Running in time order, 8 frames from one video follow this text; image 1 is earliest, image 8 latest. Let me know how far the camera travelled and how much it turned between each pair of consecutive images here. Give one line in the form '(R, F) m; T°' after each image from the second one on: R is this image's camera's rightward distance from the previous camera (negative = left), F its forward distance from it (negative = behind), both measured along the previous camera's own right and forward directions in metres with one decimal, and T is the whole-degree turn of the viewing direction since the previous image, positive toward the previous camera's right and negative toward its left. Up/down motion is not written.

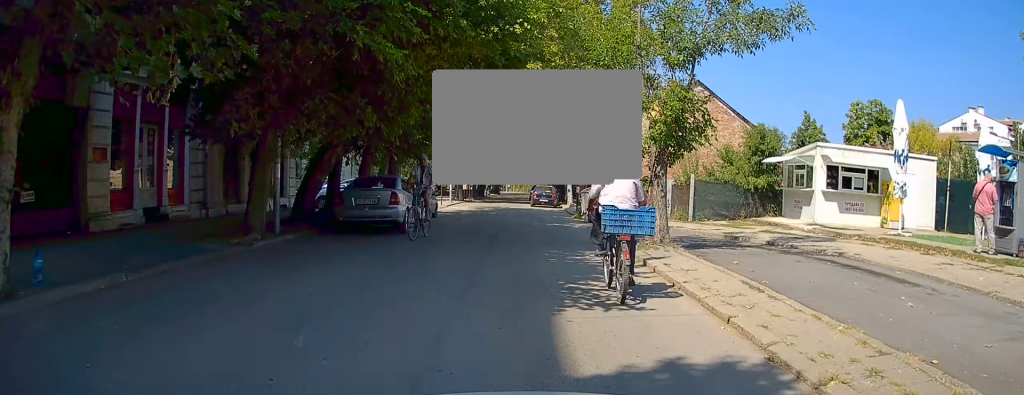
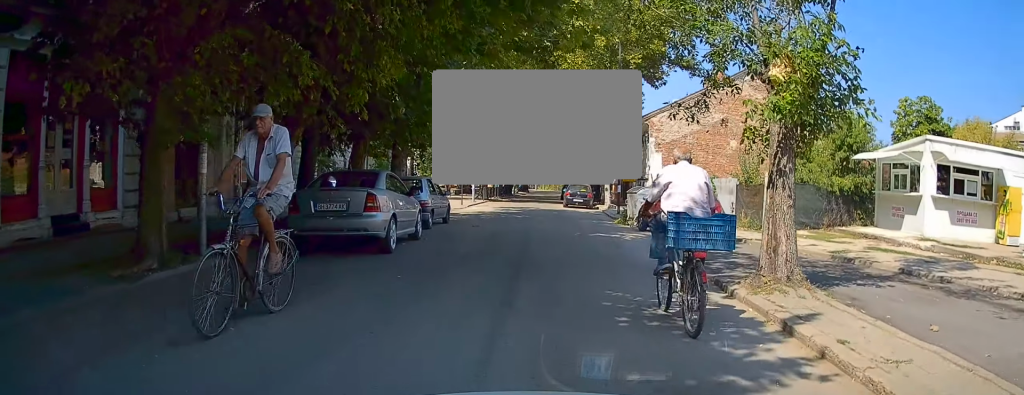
(-0.3, +4.7) m; -7°
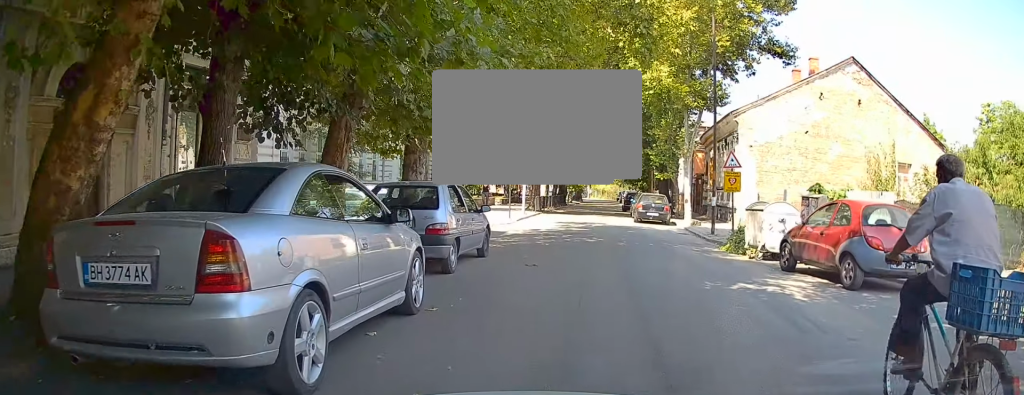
(-0.3, +6.6) m; -4°
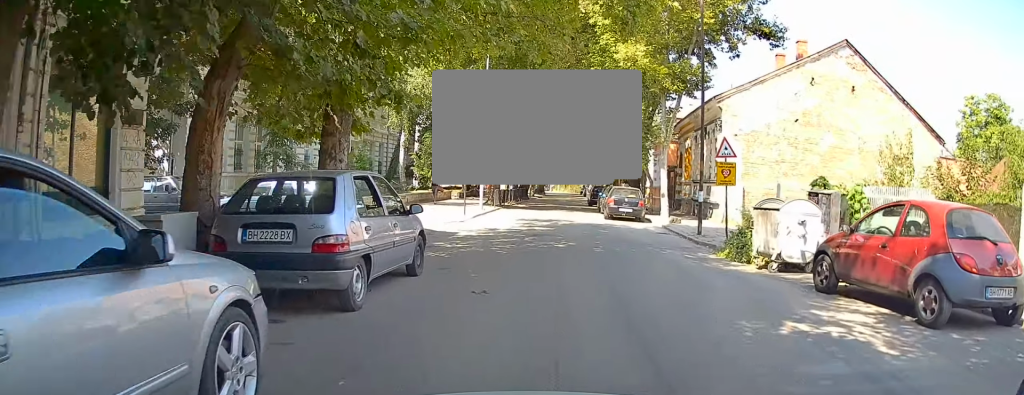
(0.0, +3.3) m; +2°
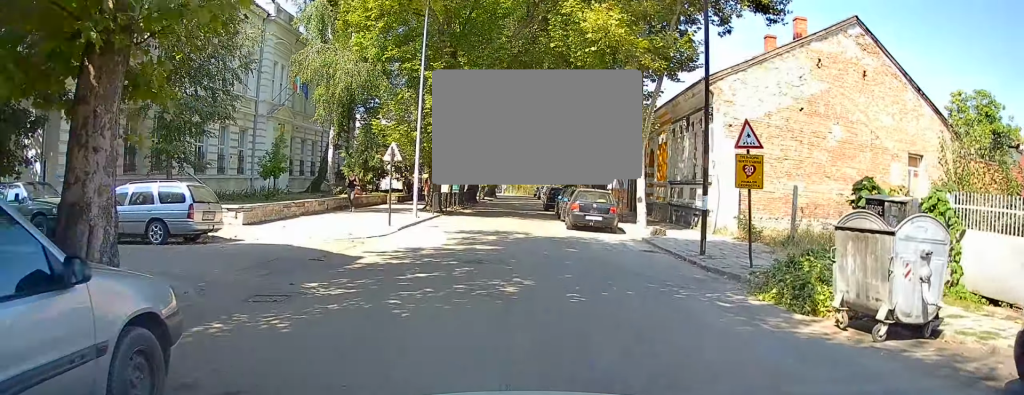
(+0.2, +5.4) m; +2°
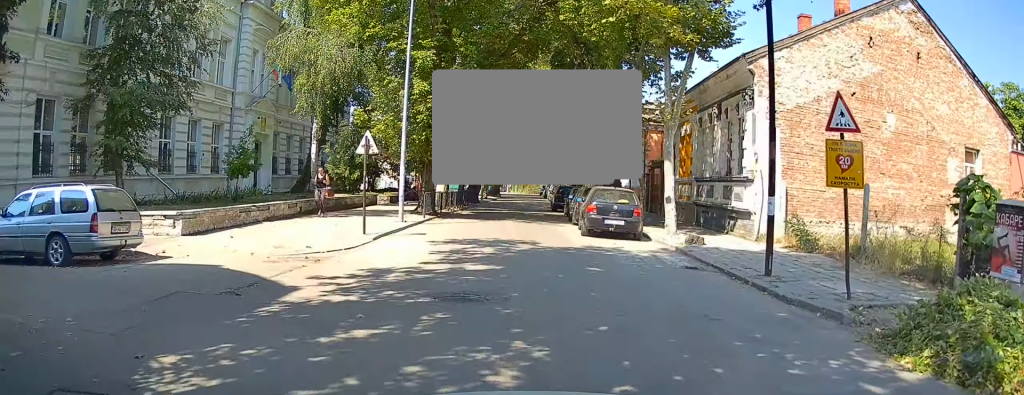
(+0.1, +3.4) m; +1°
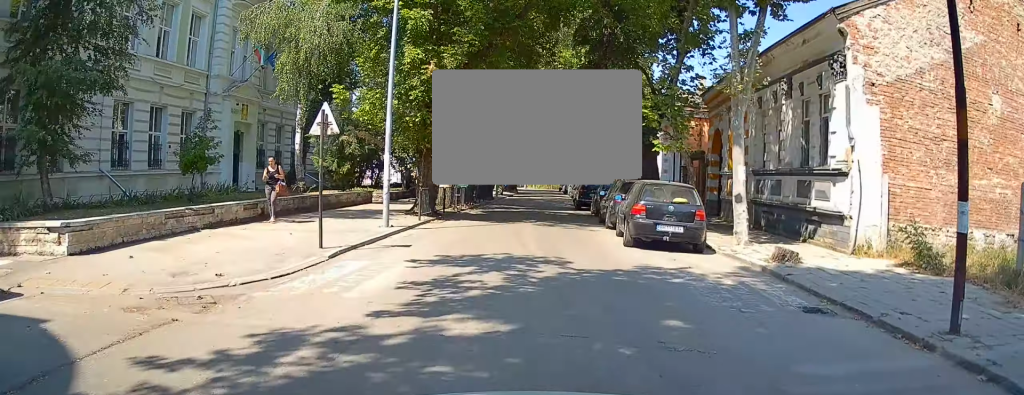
(-0.1, +4.5) m; +2°
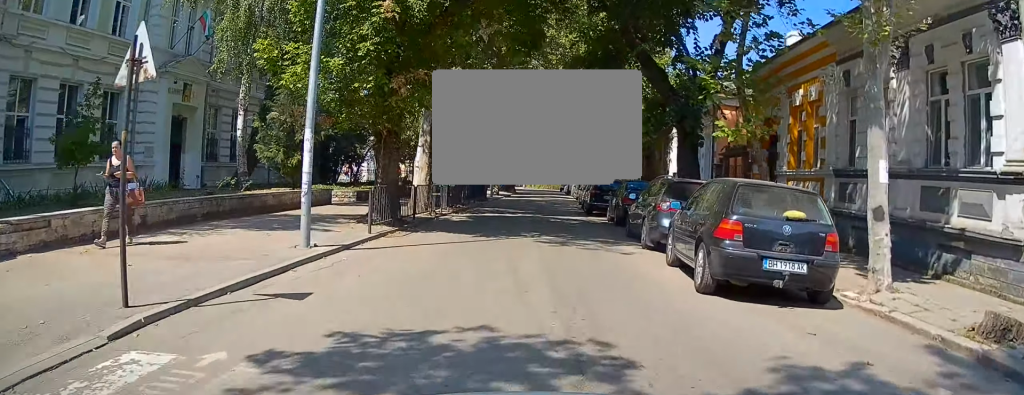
(+0.1, +5.5) m; +2°
